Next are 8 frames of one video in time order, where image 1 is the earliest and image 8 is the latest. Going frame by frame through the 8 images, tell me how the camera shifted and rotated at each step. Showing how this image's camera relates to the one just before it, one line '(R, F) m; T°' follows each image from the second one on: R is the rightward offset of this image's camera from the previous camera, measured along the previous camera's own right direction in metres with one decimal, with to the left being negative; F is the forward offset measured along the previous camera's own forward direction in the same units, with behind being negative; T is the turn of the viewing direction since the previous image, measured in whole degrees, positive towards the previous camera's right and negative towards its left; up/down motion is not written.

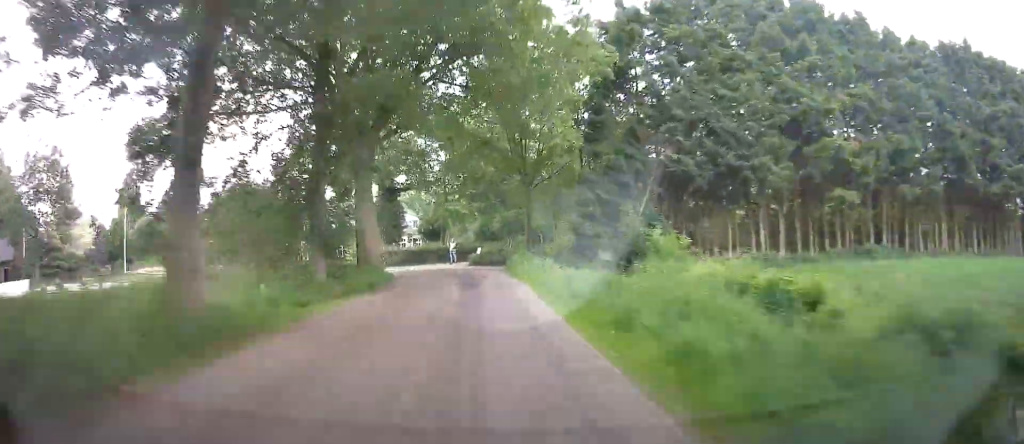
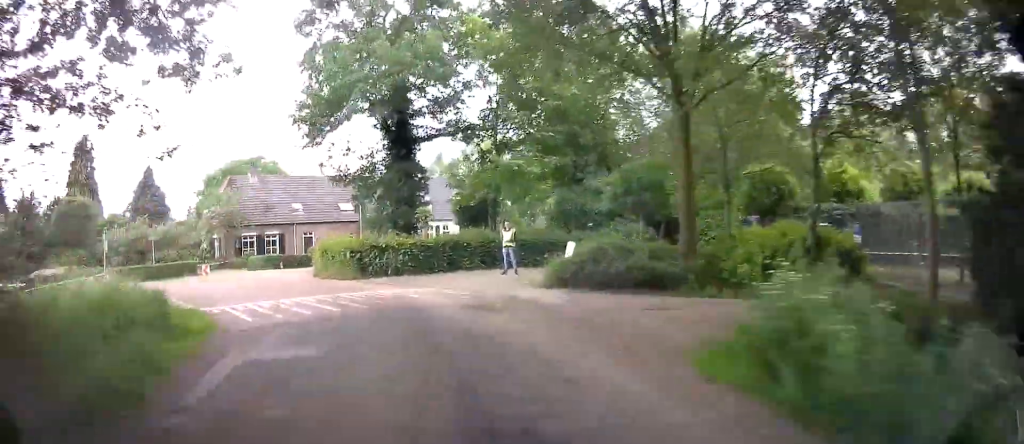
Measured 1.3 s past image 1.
(-1.8, +21.8) m; -22°
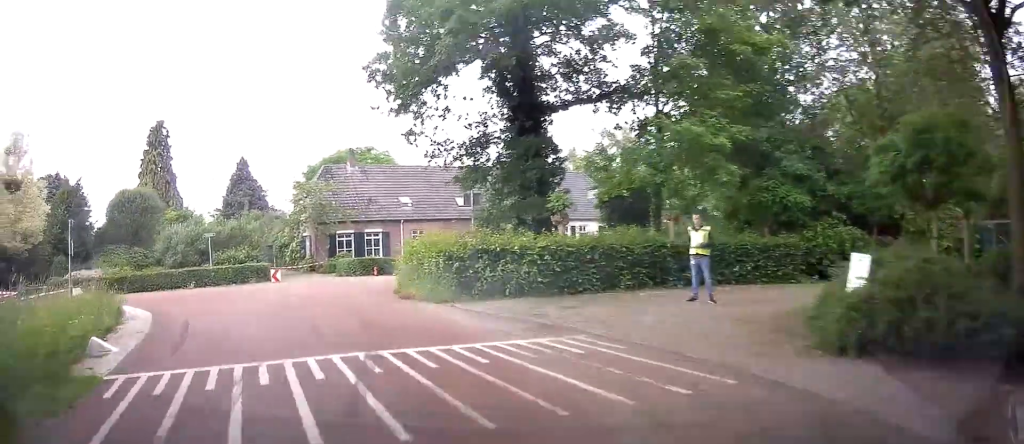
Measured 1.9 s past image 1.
(-1.4, +7.6) m; -23°
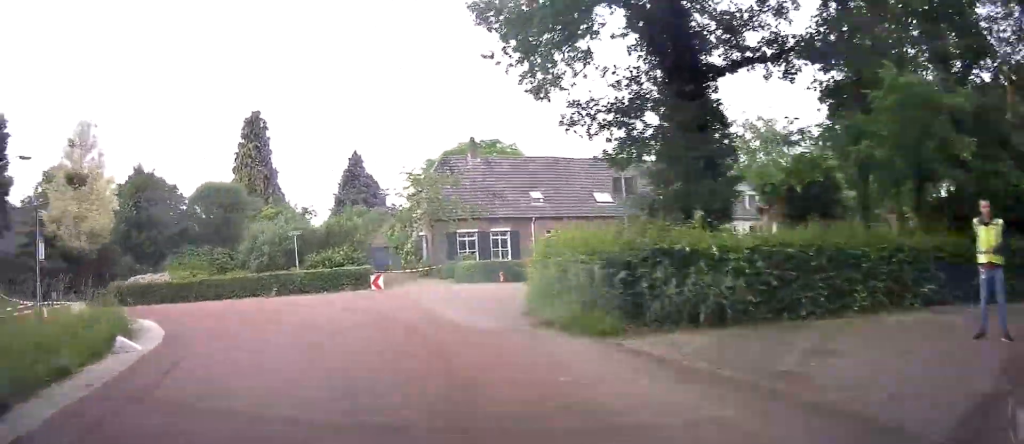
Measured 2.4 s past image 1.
(-0.4, +5.4) m; -21°
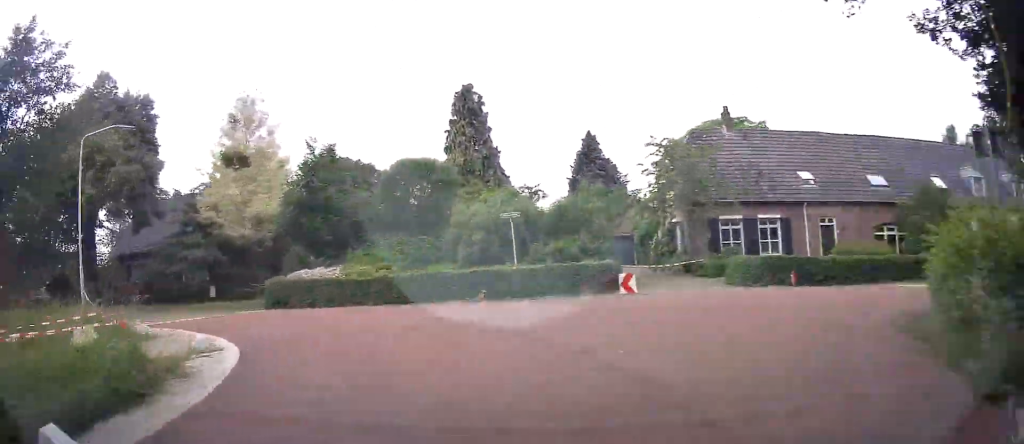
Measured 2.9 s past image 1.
(-1.8, +6.1) m; -18°
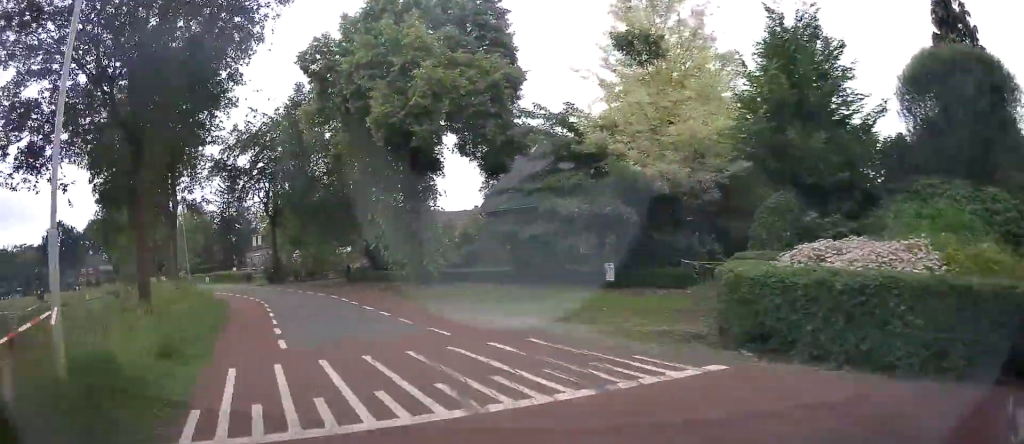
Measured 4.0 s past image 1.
(-4.5, +14.5) m; -24°
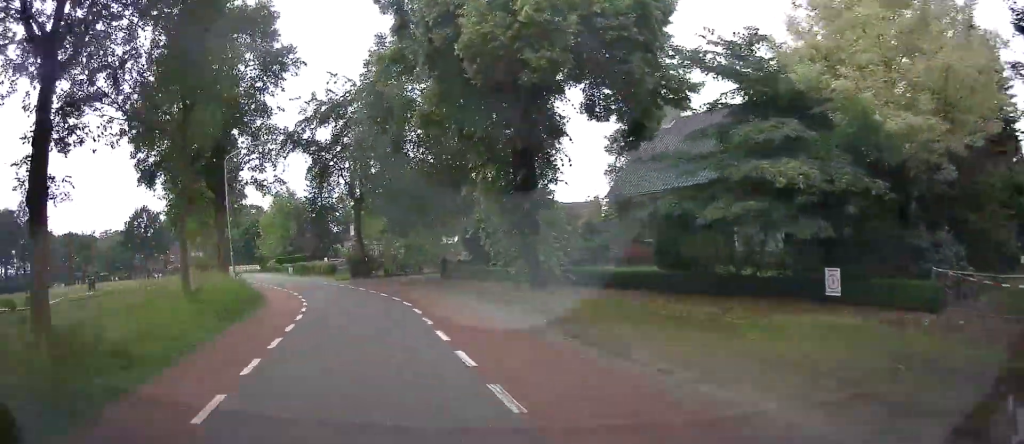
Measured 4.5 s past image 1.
(-0.2, +7.6) m; -6°
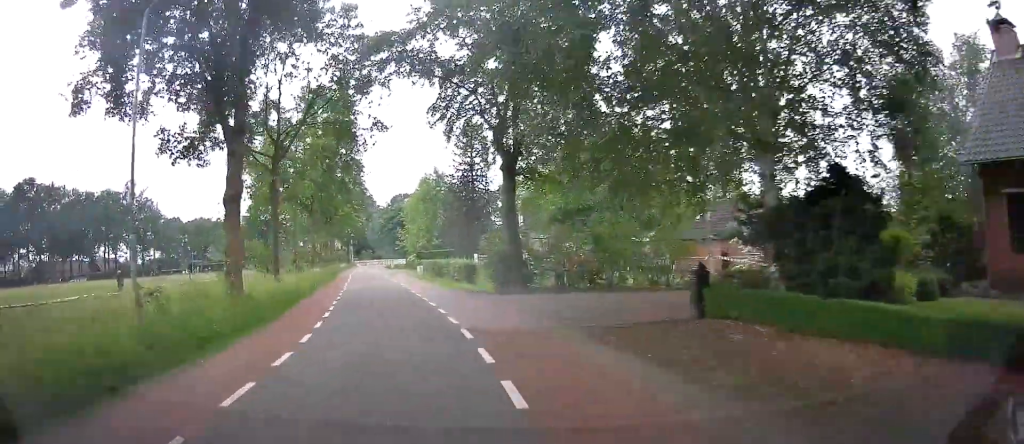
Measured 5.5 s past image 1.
(-1.1, +17.3) m; -6°
